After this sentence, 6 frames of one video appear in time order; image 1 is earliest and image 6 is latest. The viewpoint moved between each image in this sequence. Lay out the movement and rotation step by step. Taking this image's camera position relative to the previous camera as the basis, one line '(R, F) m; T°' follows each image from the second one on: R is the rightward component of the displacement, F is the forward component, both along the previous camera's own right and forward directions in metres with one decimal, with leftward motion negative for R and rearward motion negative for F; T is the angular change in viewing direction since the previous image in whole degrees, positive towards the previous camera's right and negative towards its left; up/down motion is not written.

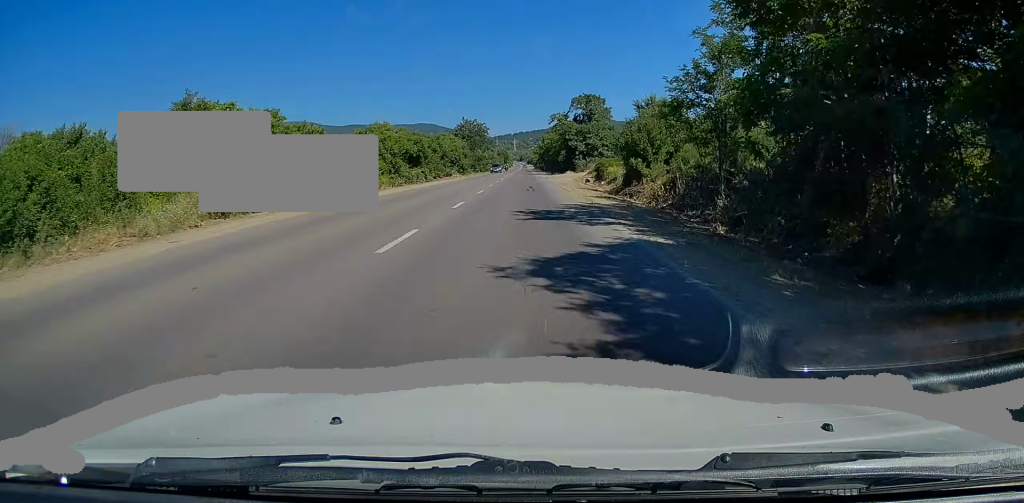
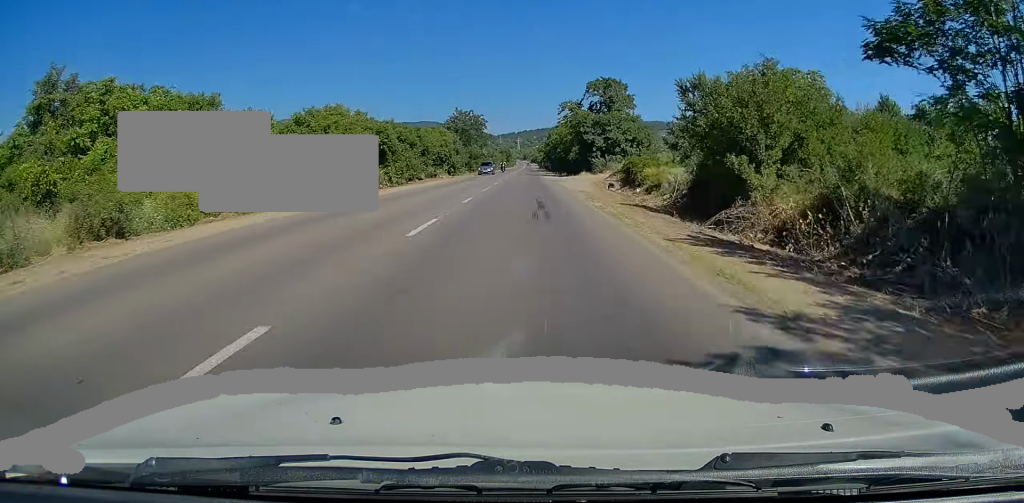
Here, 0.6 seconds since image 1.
(-0.1, +16.1) m; 0°
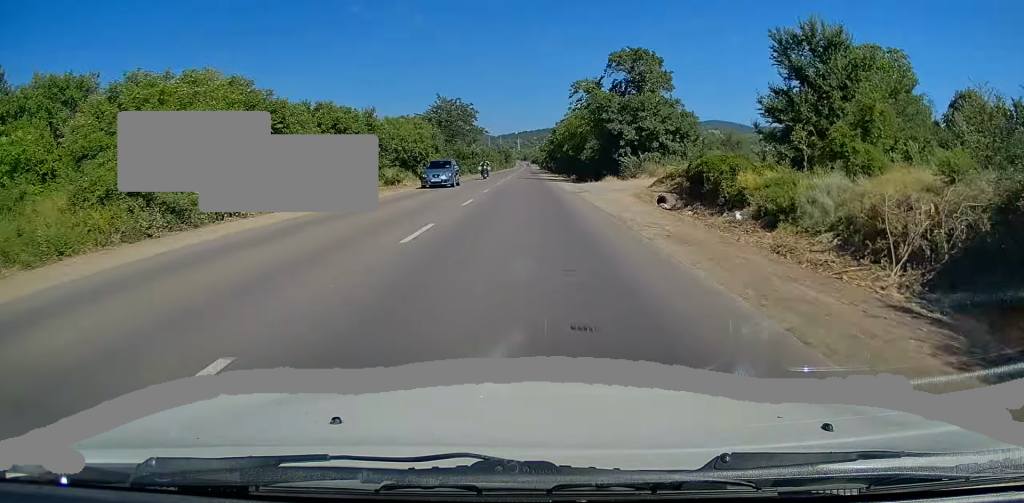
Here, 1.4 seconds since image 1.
(0.0, +18.7) m; 0°
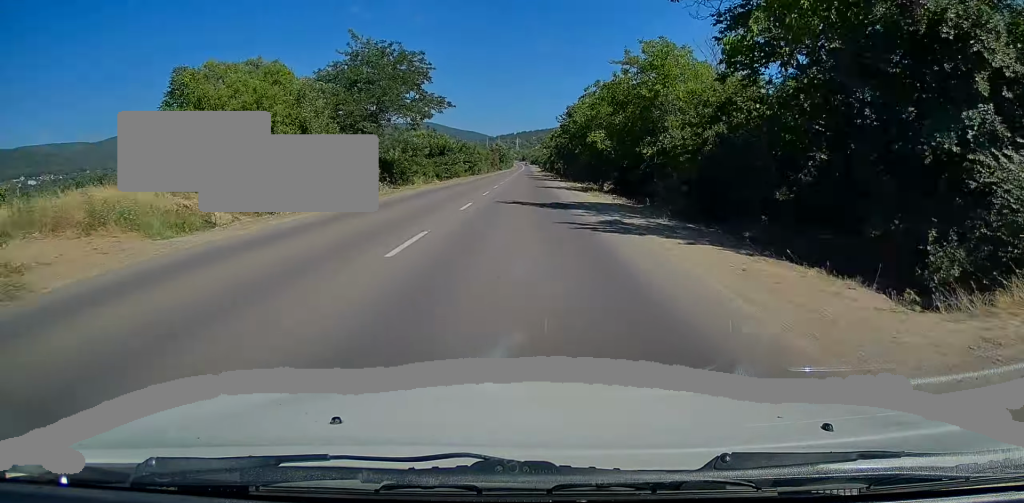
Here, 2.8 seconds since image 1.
(+0.3, +37.0) m; 0°
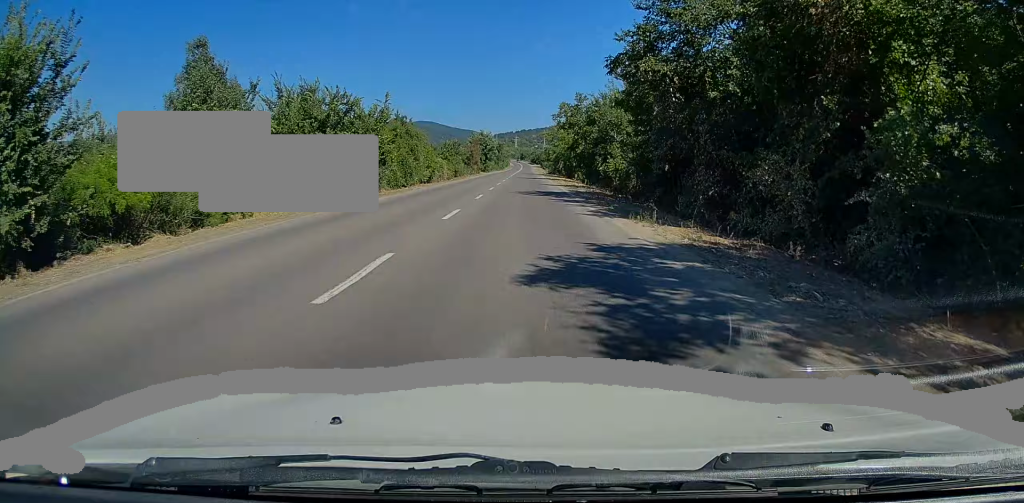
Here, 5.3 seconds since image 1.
(-0.3, +65.3) m; 0°
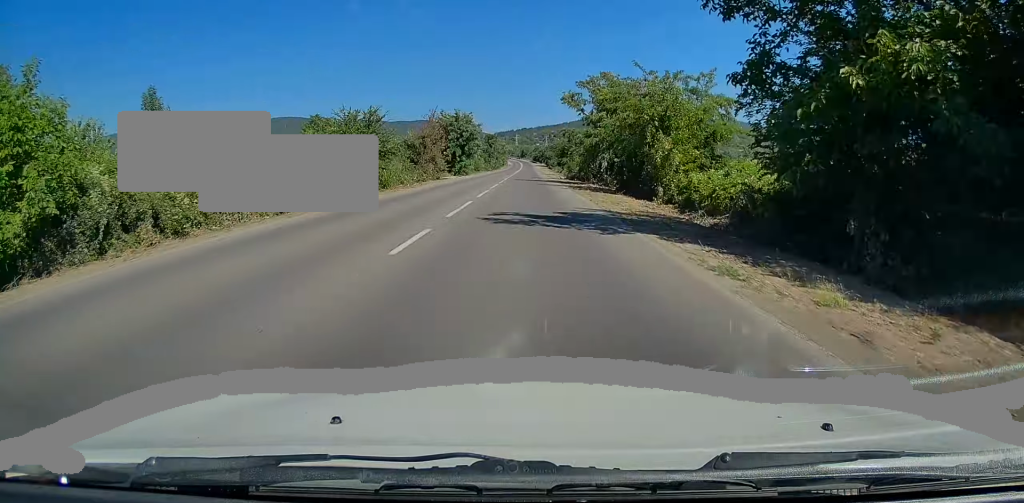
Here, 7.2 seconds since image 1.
(-0.3, +50.4) m; 0°
